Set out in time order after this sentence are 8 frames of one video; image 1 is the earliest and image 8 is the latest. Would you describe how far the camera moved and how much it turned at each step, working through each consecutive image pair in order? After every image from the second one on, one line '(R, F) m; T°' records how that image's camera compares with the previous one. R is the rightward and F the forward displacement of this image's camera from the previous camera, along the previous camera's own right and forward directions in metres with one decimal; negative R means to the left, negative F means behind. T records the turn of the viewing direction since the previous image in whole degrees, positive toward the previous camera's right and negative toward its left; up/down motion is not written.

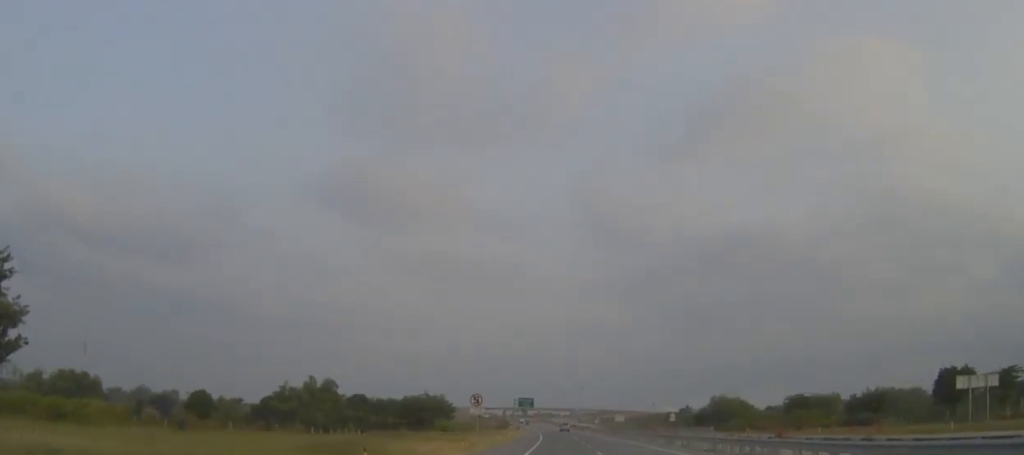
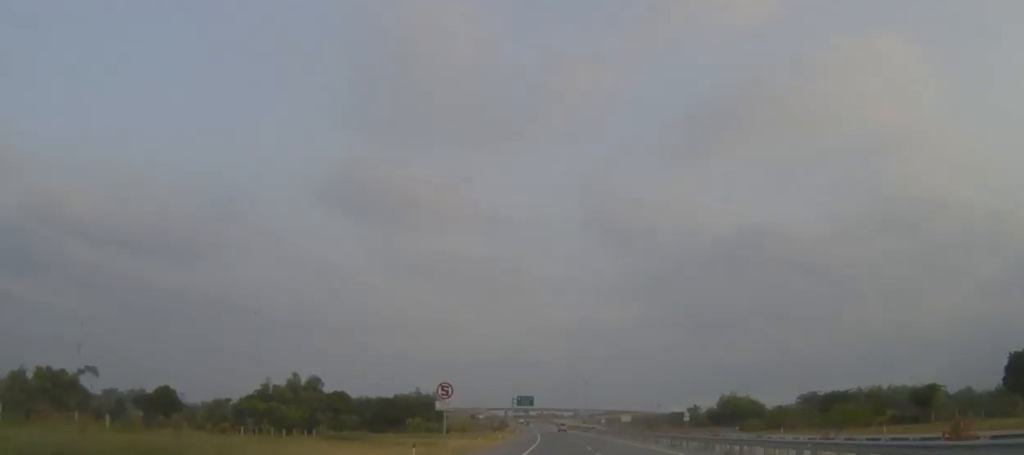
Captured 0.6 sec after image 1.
(-0.1, +14.3) m; 0°
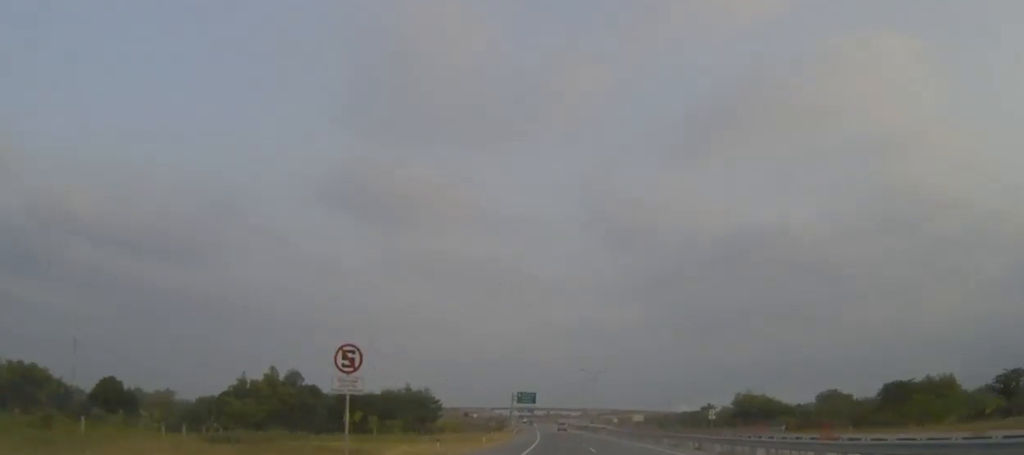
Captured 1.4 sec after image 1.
(0.0, +18.4) m; 0°
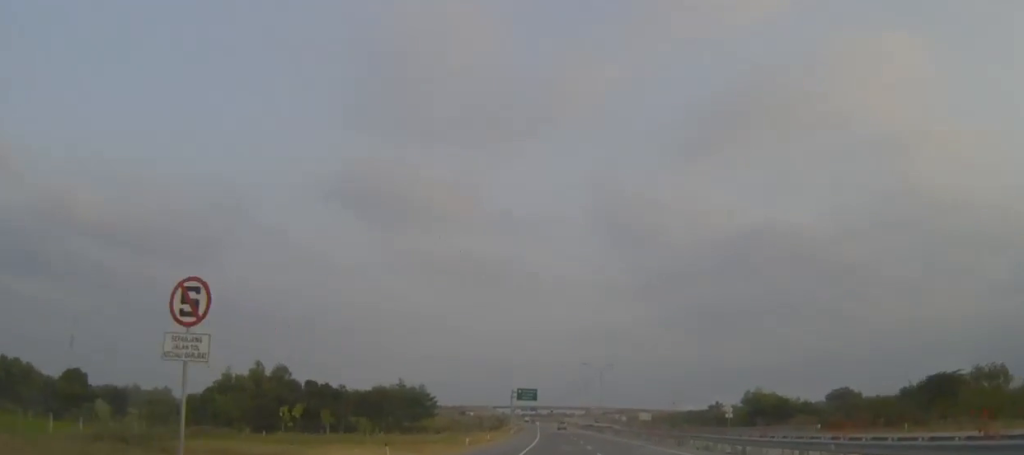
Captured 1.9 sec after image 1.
(0.0, +10.1) m; 0°
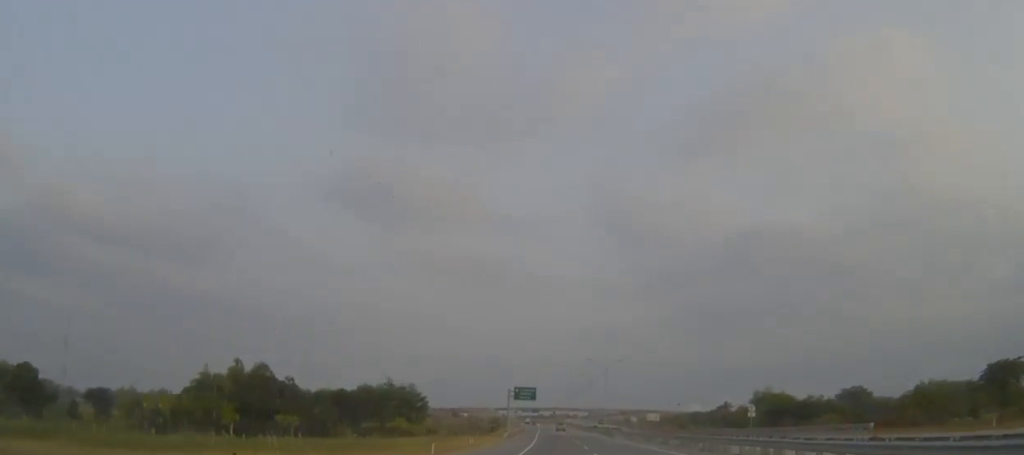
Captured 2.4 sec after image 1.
(-0.1, +11.8) m; 0°
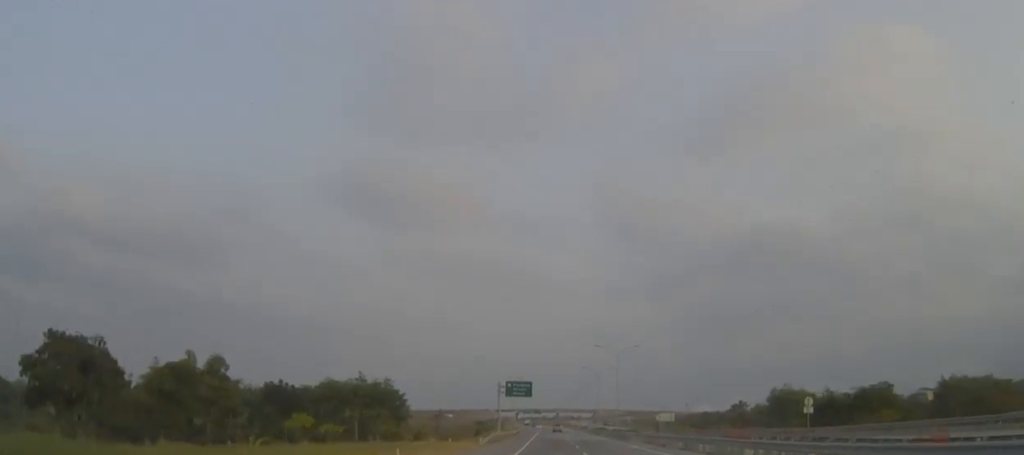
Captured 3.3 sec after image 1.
(-0.1, +21.6) m; -1°
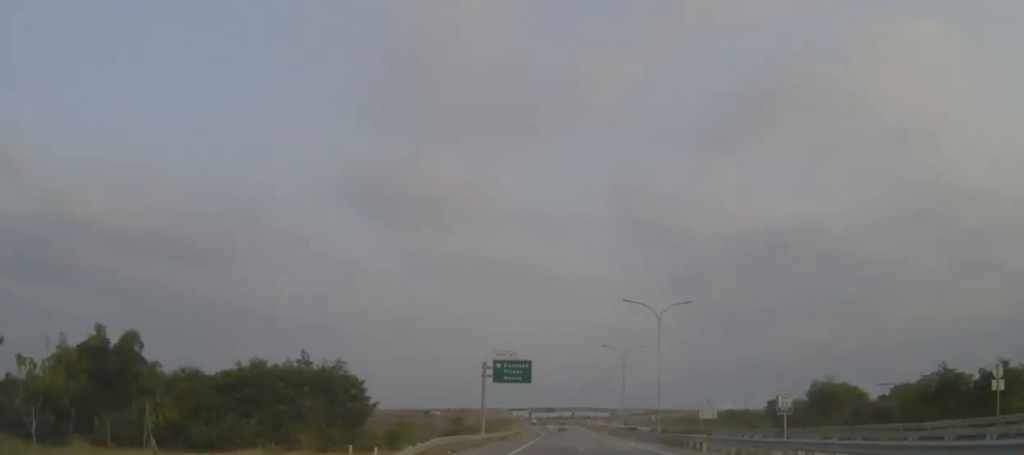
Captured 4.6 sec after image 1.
(-0.2, +32.6) m; -1°
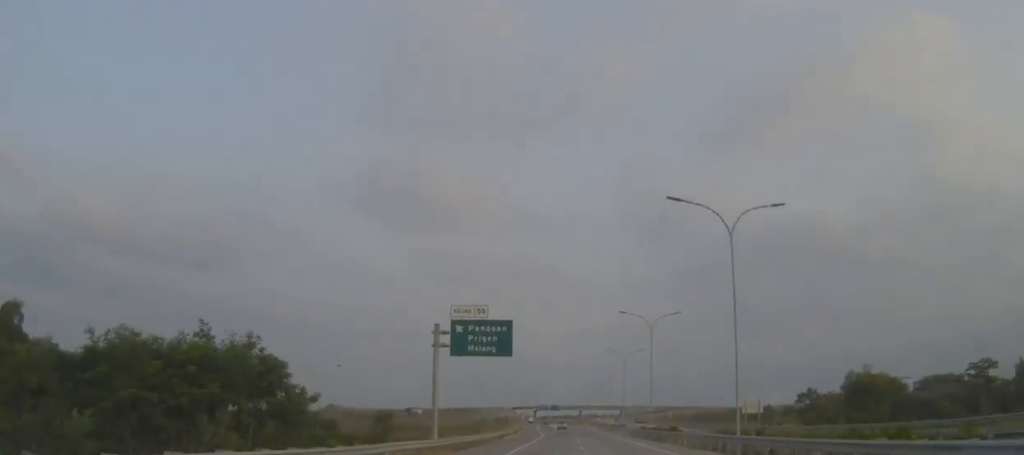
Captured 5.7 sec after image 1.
(-0.1, +28.0) m; -1°
